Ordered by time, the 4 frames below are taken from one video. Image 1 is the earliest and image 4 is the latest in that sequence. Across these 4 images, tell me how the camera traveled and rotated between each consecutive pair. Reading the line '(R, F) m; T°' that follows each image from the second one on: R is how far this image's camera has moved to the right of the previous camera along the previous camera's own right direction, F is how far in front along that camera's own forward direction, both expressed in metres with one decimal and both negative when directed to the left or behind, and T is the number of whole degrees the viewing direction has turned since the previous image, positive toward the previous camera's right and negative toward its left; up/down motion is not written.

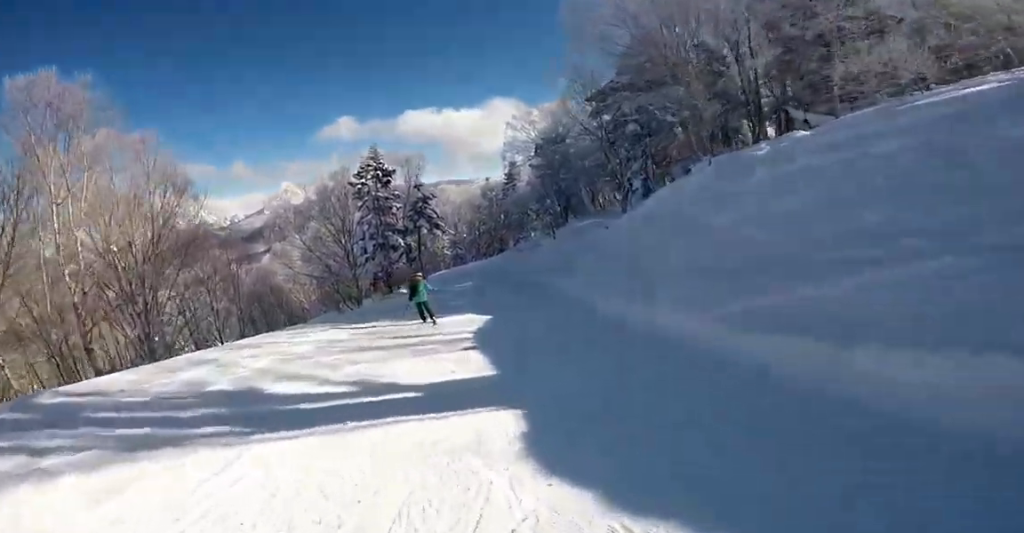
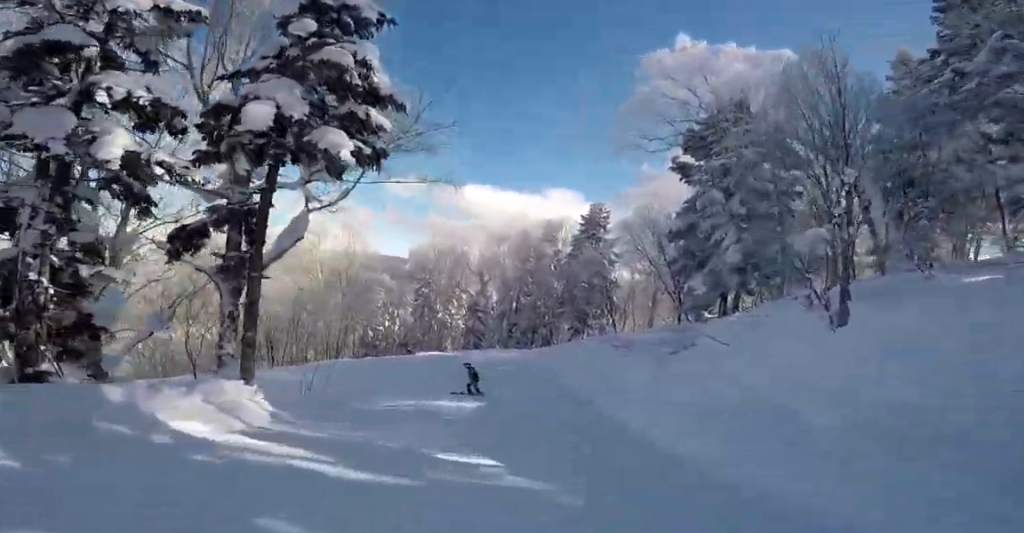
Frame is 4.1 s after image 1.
(+0.7, +29.1) m; -13°
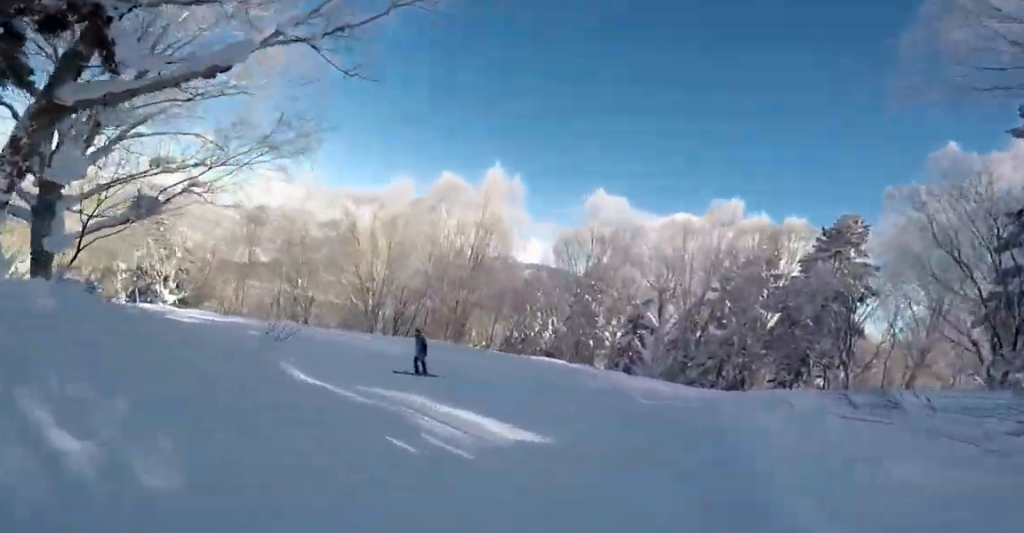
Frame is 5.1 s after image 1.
(-1.3, +6.4) m; -25°
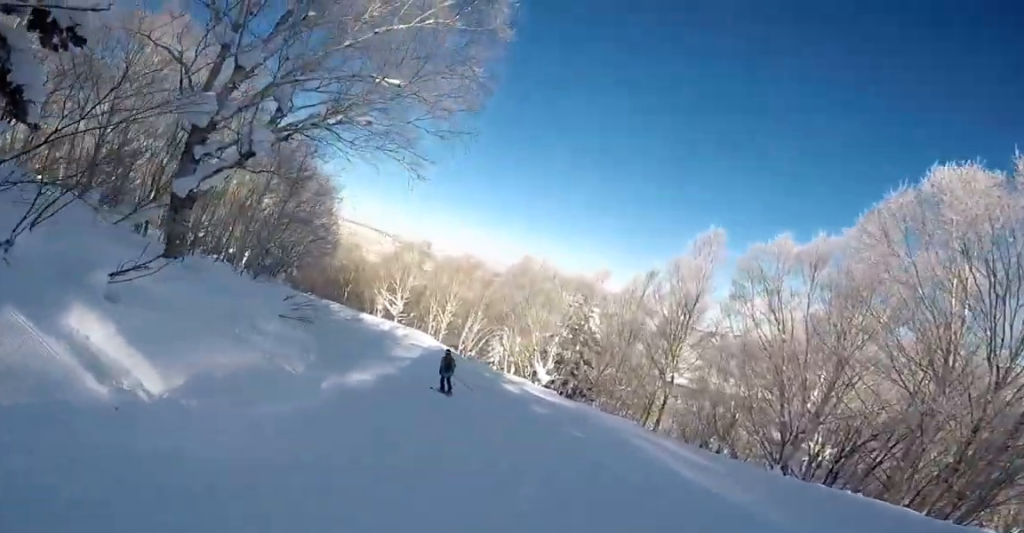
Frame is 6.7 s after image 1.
(-4.8, +8.2) m; -58°
